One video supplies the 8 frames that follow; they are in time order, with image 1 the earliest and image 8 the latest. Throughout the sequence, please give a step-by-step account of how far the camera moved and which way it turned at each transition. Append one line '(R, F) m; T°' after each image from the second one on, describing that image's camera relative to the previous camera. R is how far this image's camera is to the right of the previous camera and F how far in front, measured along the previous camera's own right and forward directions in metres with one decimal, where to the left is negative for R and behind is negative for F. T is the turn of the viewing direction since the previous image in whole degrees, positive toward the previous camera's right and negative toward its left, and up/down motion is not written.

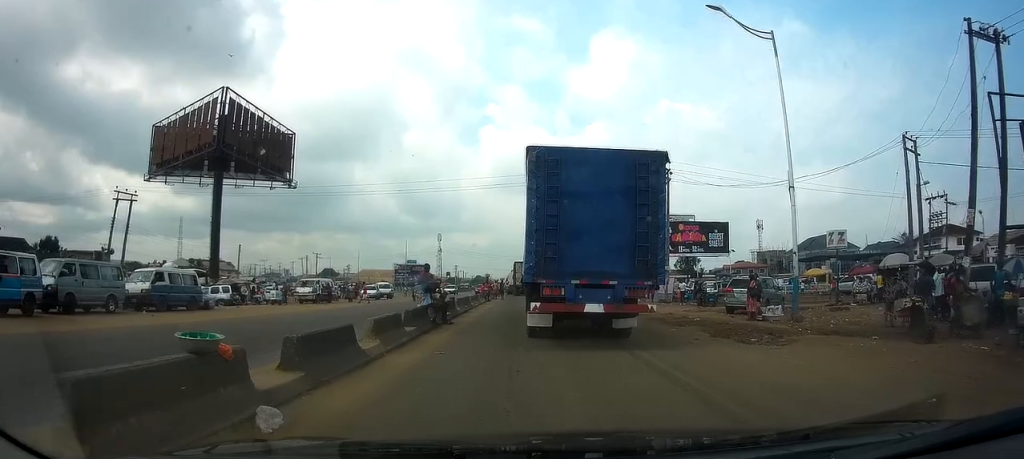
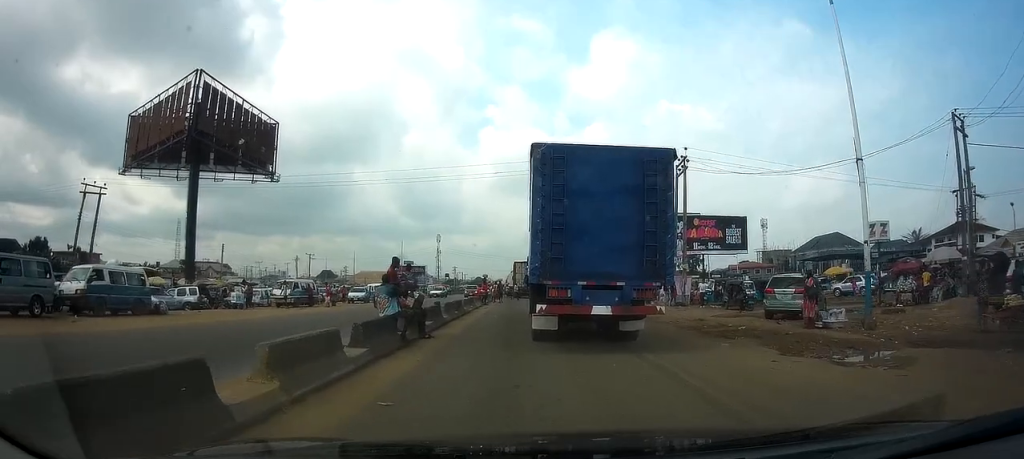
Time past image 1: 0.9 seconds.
(0.0, +4.2) m; 0°
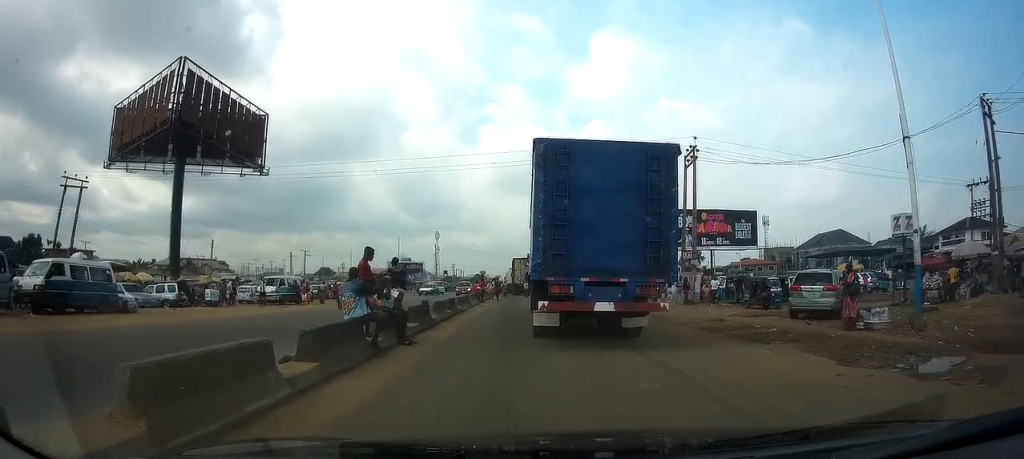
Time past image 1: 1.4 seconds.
(0.0, +2.3) m; 0°
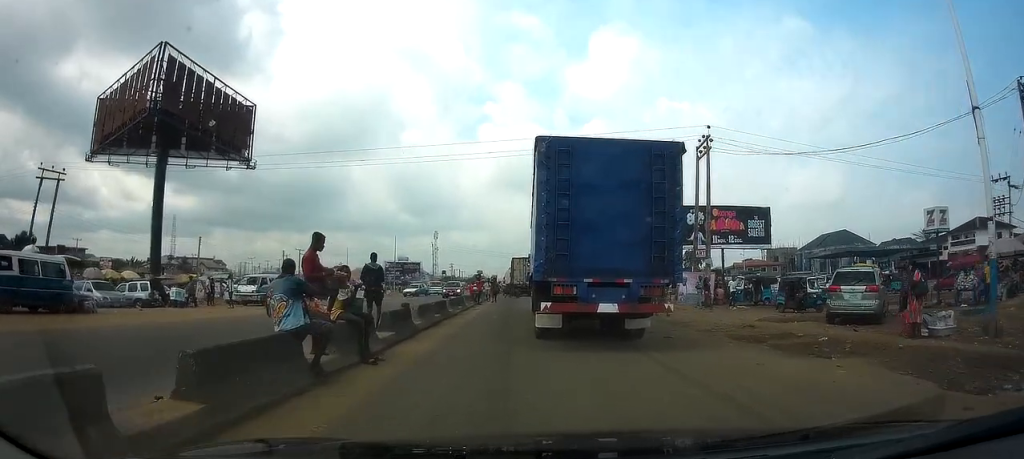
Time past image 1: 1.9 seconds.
(0.0, +2.7) m; 0°
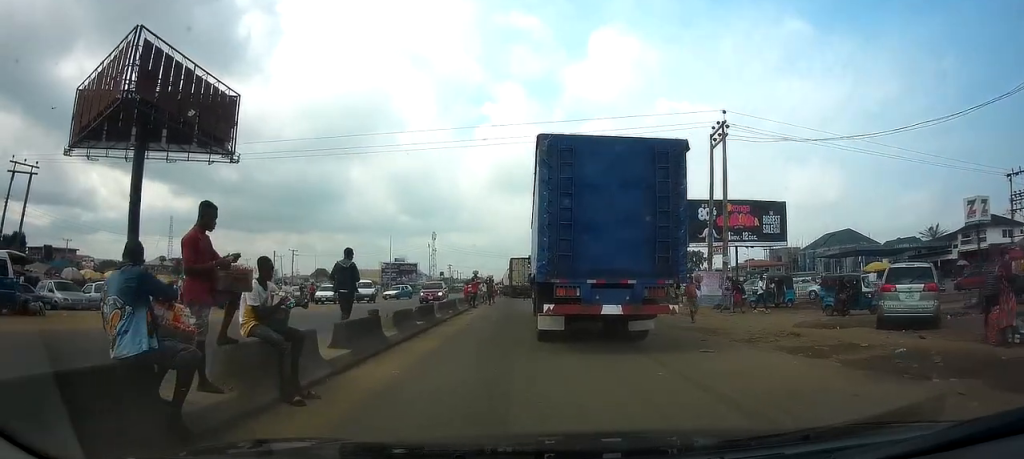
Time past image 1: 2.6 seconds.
(0.0, +3.0) m; -1°
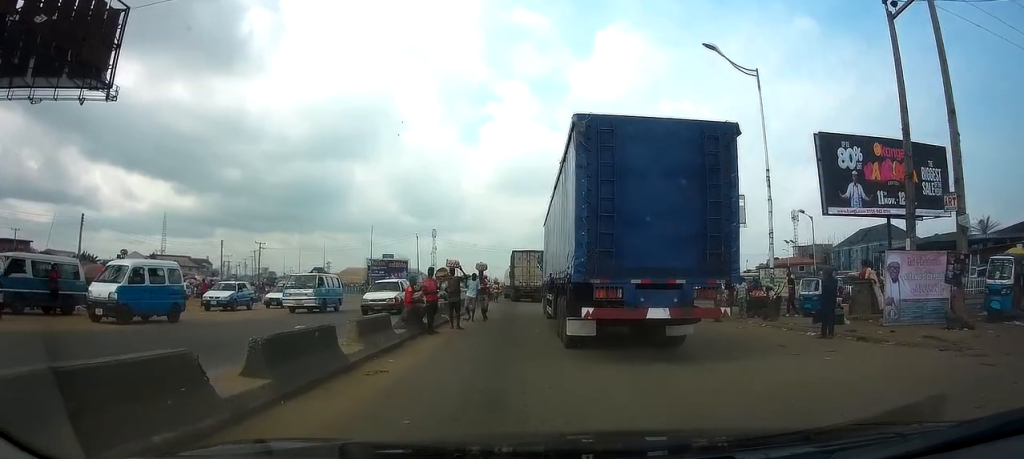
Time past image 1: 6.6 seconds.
(-0.4, +17.1) m; +1°
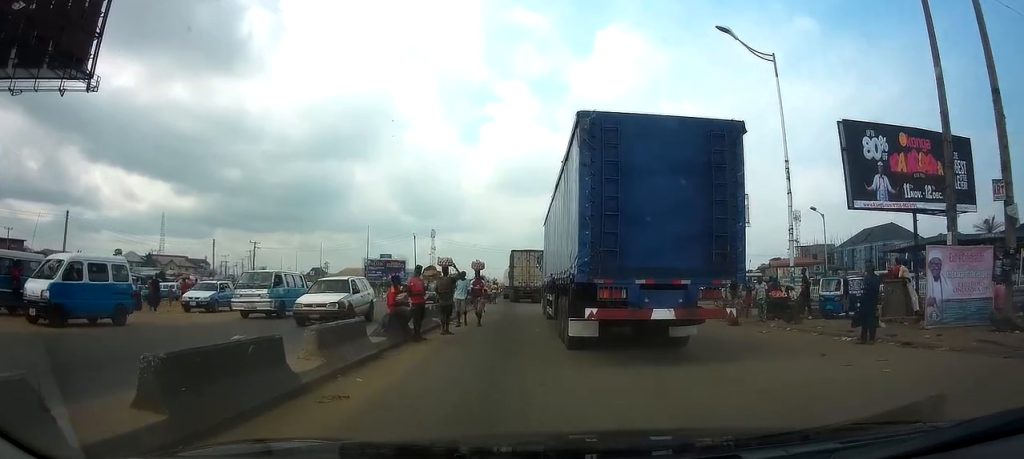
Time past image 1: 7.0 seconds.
(0.0, +1.9) m; +1°
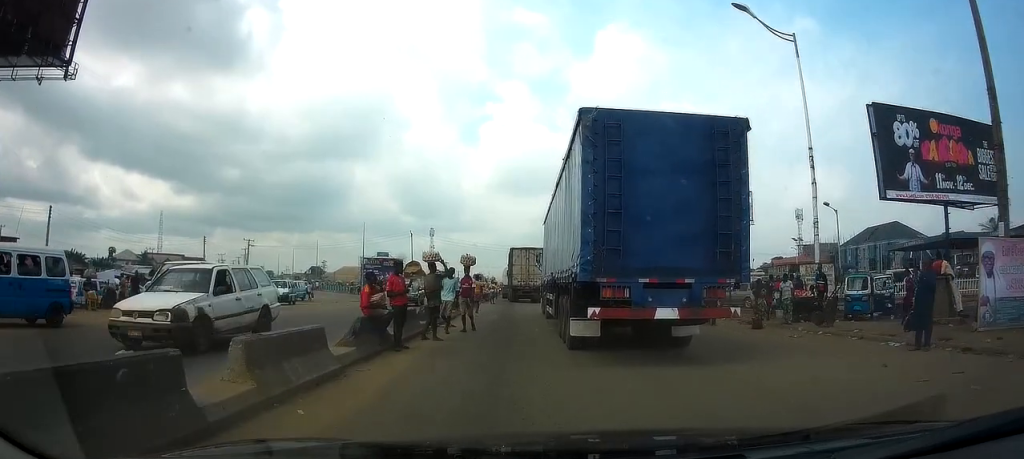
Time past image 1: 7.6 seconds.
(0.0, +2.1) m; +1°
